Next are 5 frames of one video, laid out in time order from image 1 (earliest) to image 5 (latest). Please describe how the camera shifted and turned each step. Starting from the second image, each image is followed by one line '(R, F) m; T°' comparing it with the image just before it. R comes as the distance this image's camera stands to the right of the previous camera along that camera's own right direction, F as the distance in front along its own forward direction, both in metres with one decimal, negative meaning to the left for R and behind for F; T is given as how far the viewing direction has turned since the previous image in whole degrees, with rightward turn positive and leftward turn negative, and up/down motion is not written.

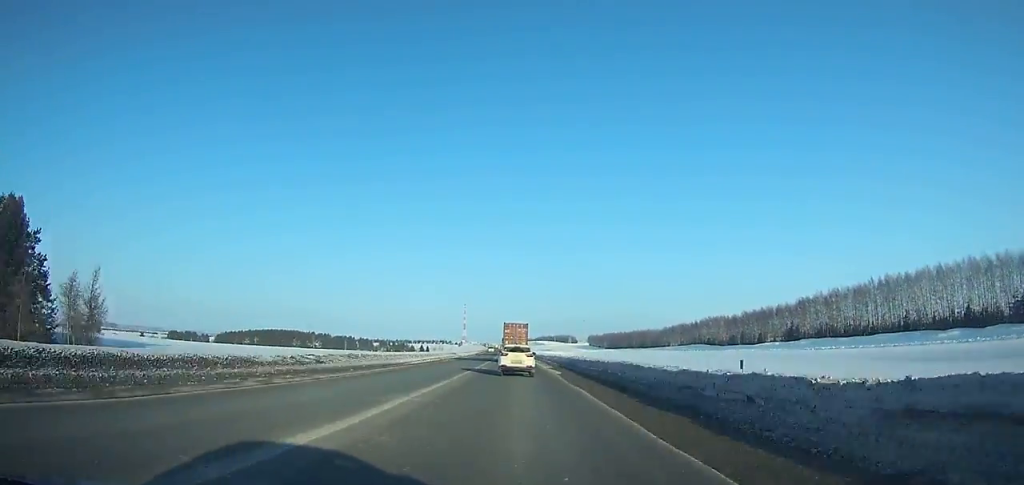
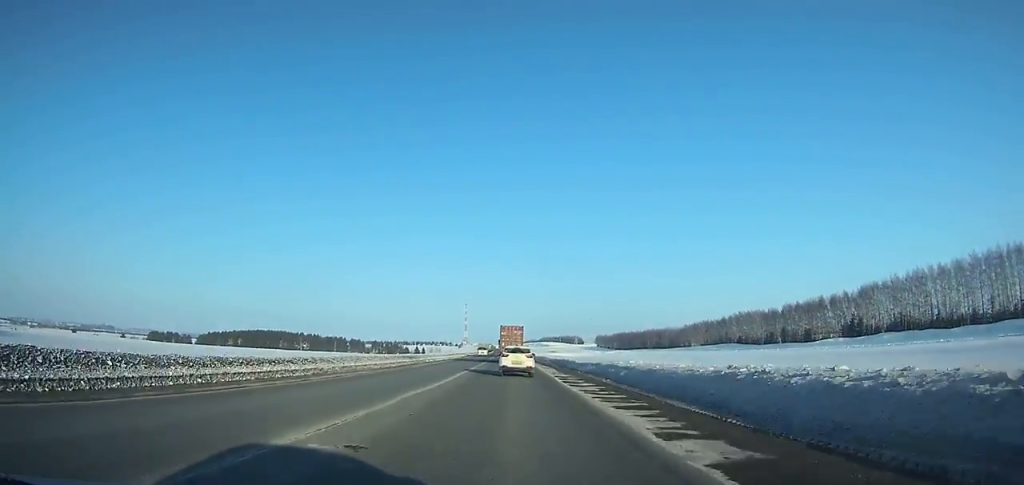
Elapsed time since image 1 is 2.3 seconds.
(-0.4, +47.4) m; -1°
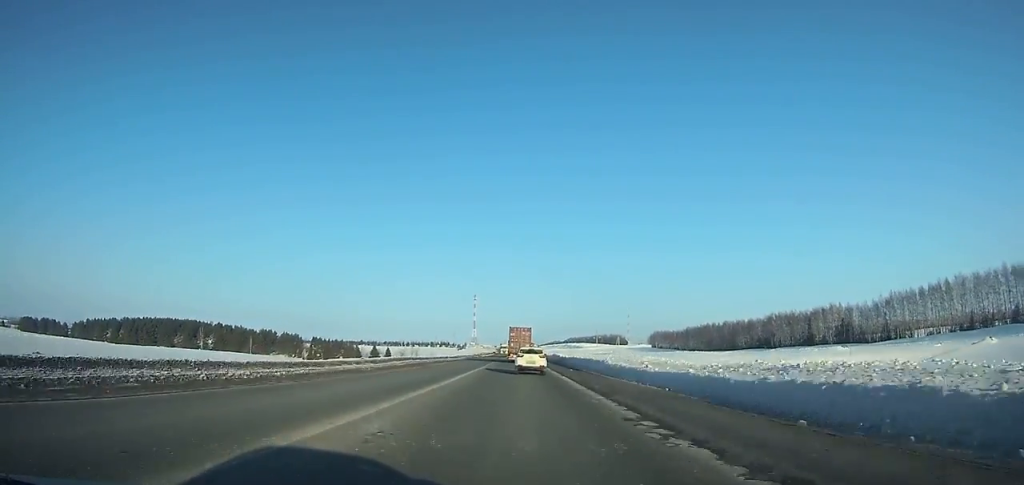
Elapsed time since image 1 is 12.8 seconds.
(-3.8, +225.2) m; -1°
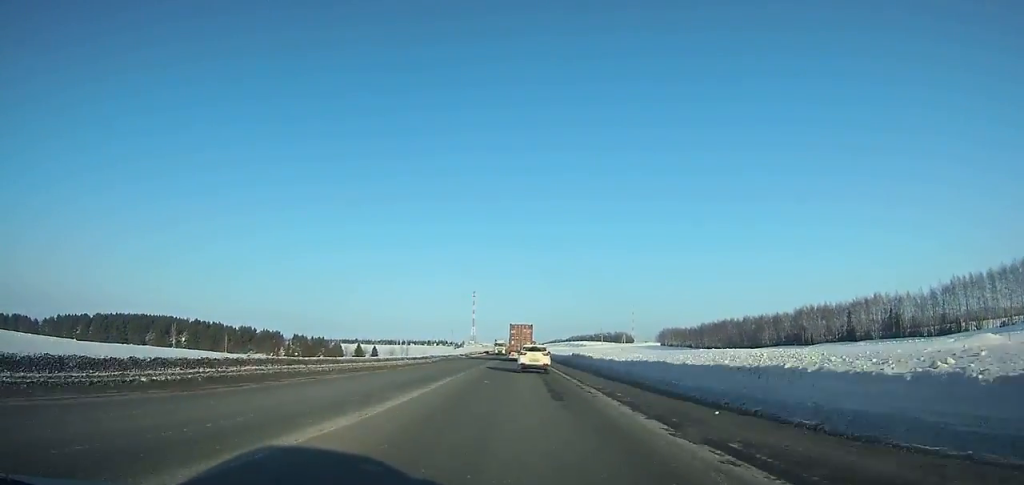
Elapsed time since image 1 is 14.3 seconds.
(0.0, +32.8) m; 0°
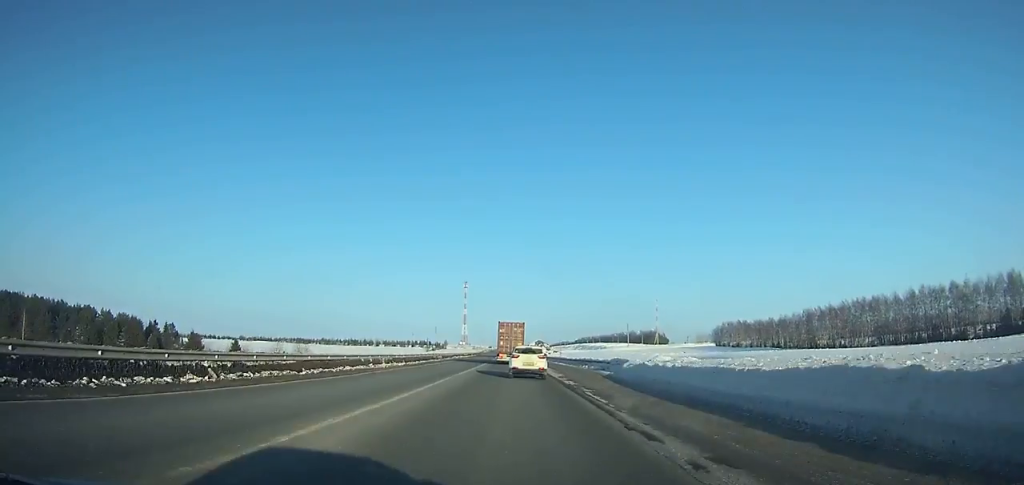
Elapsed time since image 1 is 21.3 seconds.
(-0.2, +150.2) m; -1°
